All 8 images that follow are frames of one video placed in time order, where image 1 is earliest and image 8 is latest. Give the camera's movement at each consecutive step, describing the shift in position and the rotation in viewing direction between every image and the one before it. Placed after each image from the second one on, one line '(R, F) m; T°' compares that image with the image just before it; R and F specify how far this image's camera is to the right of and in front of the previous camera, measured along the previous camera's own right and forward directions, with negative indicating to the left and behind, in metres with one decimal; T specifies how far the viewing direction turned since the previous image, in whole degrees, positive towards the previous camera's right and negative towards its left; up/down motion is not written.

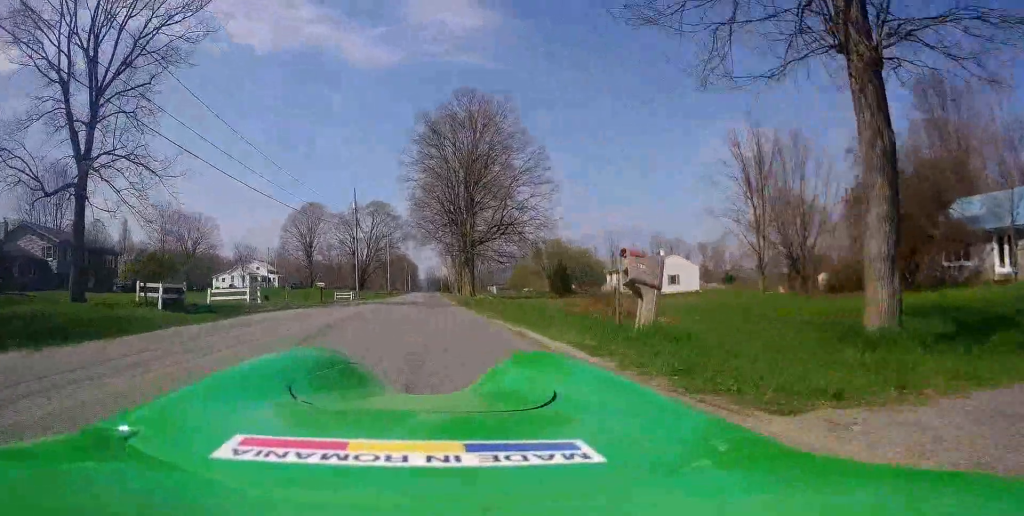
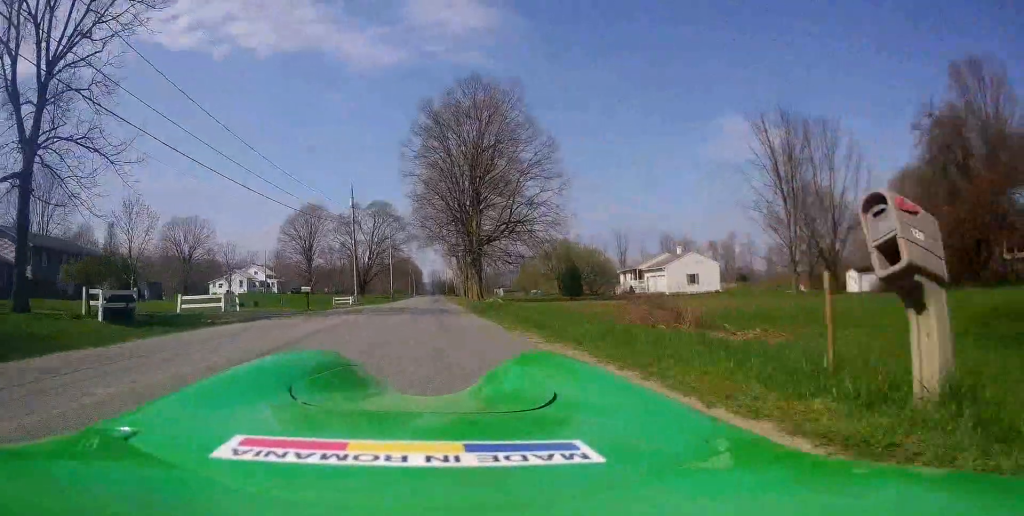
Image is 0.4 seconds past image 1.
(-0.1, +4.7) m; -1°
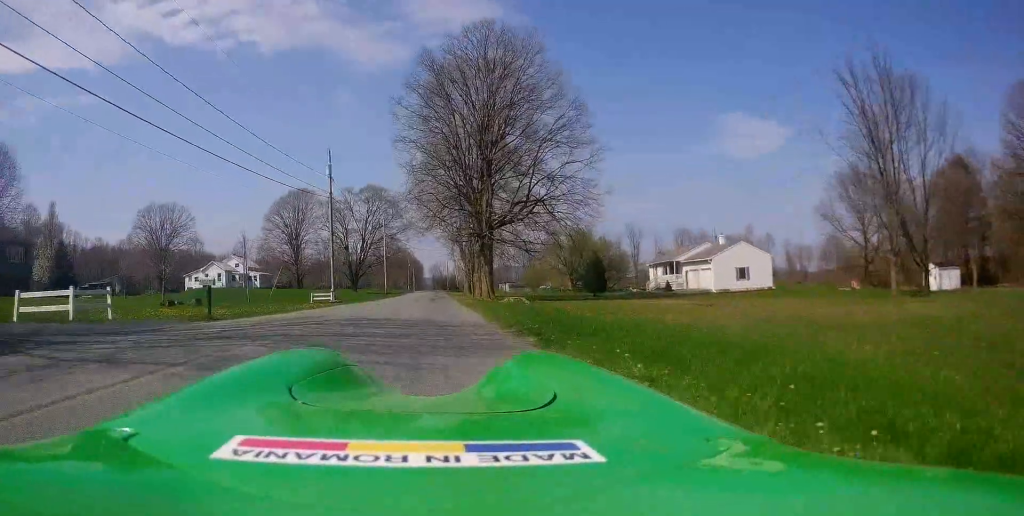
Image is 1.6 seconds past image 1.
(+0.2, +13.5) m; +4°
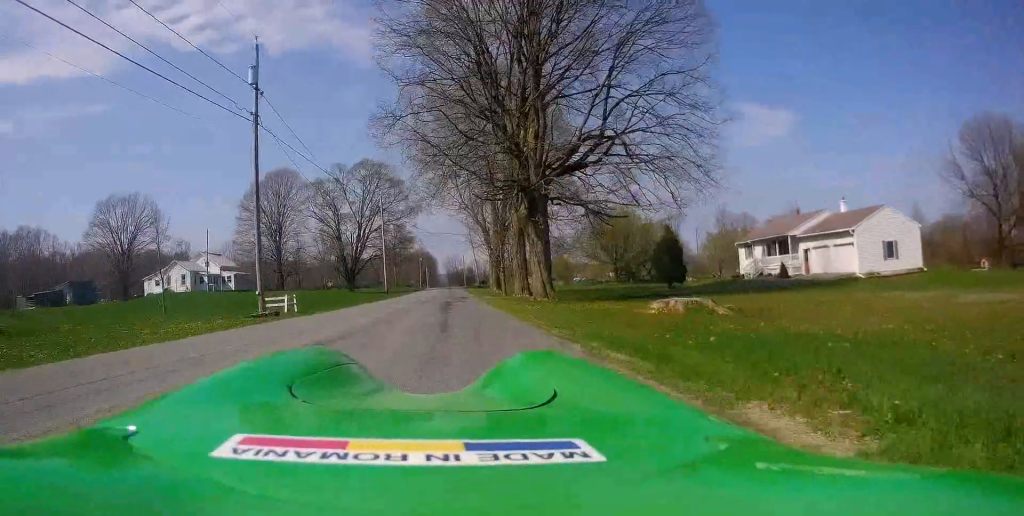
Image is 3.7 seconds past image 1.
(-0.4, +22.5) m; -4°
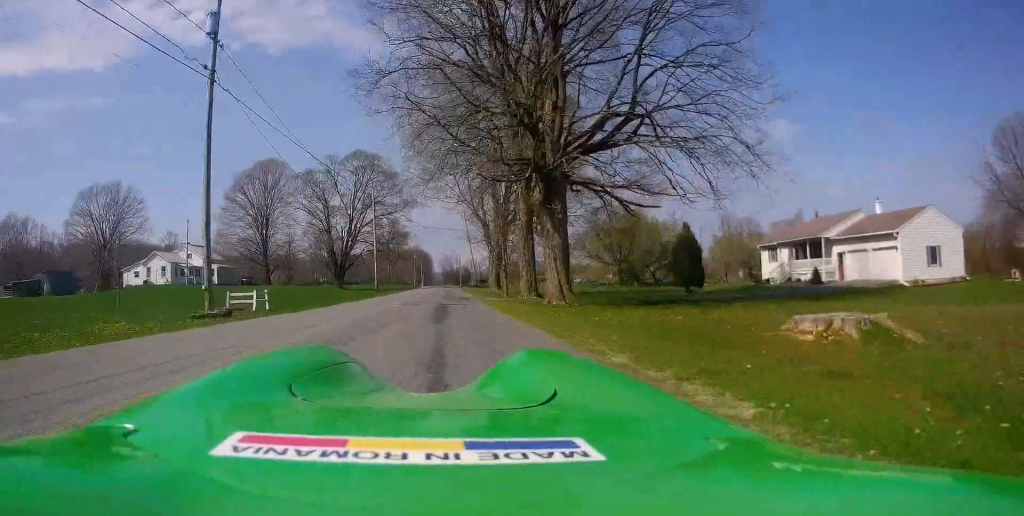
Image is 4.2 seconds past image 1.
(0.0, +5.6) m; +1°
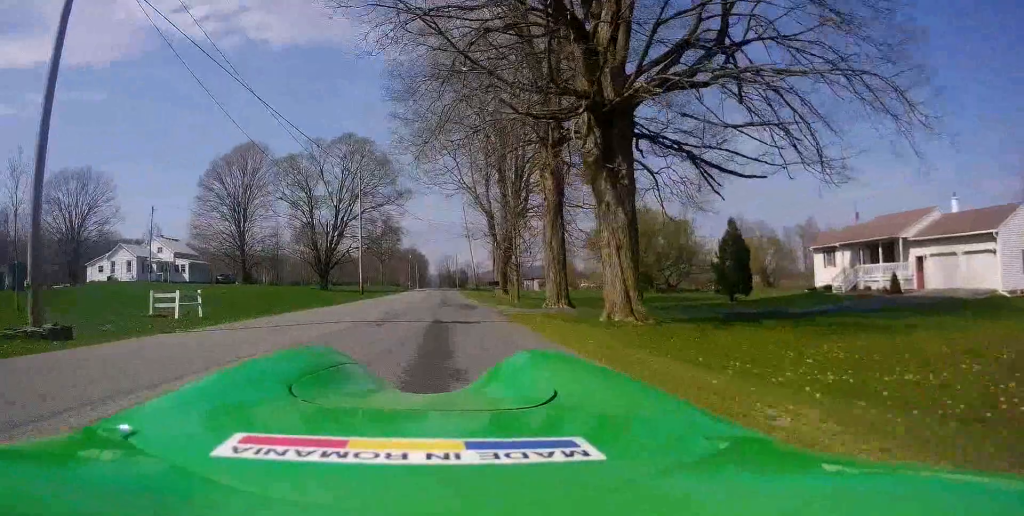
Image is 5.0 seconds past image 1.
(+0.2, +10.0) m; 0°
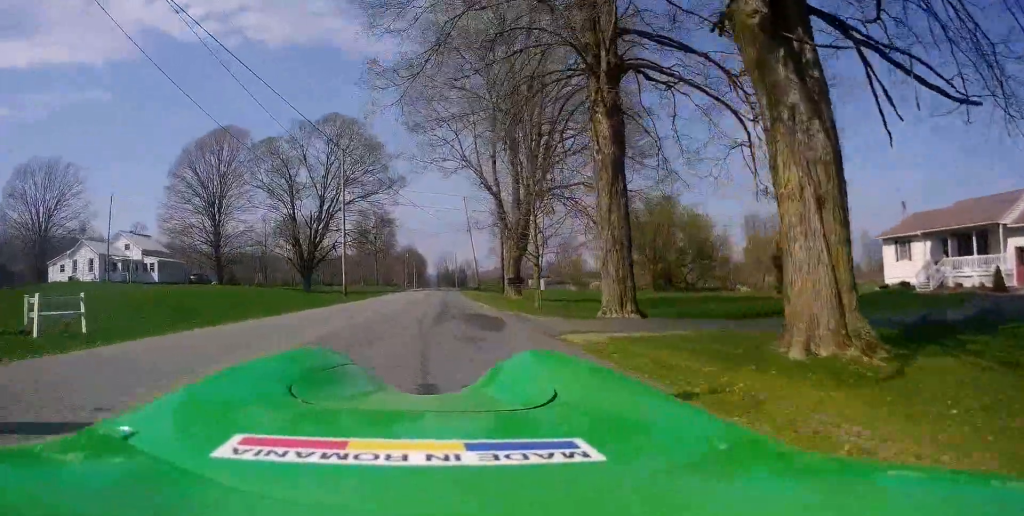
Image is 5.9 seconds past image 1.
(0.0, +9.5) m; -1°
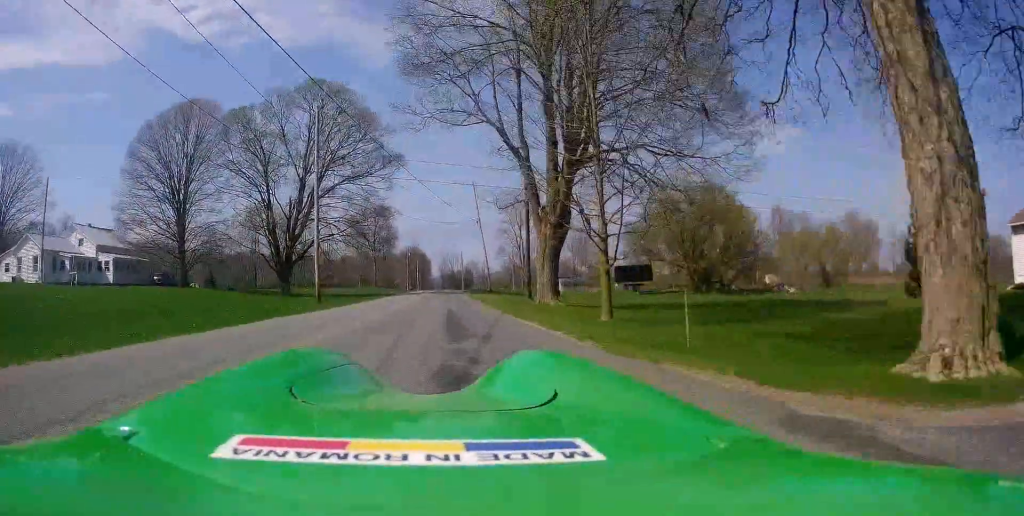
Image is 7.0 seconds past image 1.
(-0.2, +11.8) m; 0°
